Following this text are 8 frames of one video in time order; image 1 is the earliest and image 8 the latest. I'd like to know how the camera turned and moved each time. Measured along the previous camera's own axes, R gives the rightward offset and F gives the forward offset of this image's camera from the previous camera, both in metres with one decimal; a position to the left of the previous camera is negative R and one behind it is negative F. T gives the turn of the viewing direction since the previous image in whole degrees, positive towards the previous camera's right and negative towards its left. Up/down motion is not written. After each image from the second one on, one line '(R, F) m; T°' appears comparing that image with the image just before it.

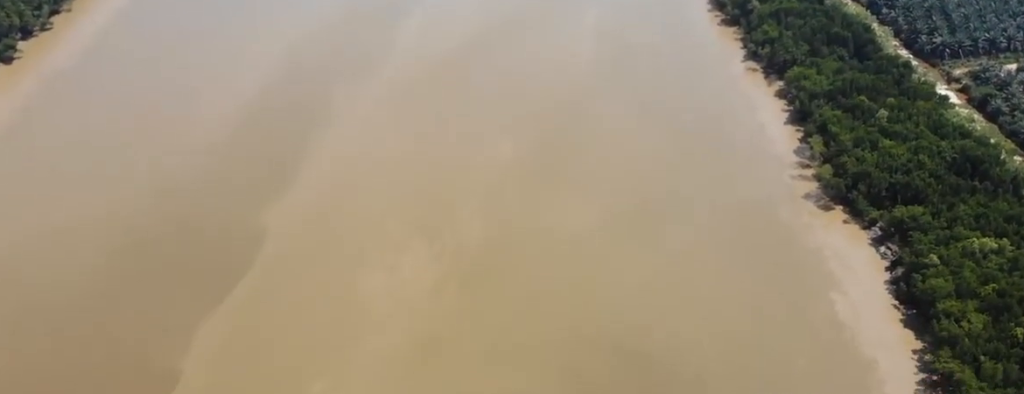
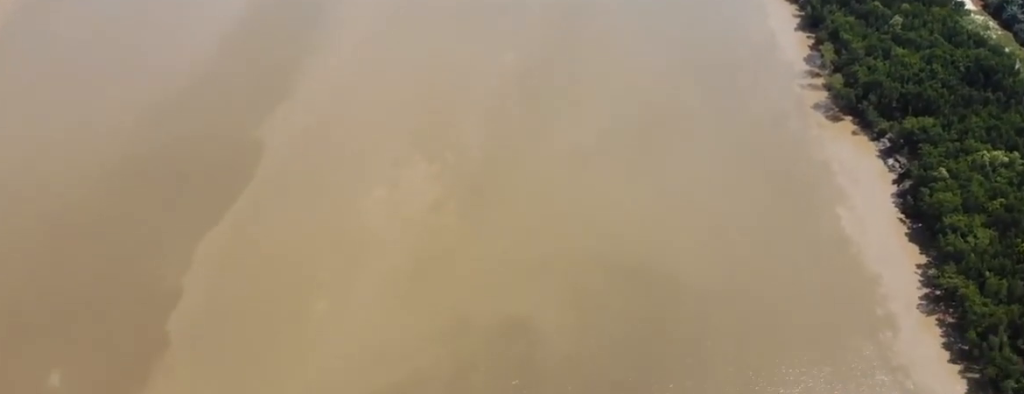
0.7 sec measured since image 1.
(0.0, +4.1) m; -1°
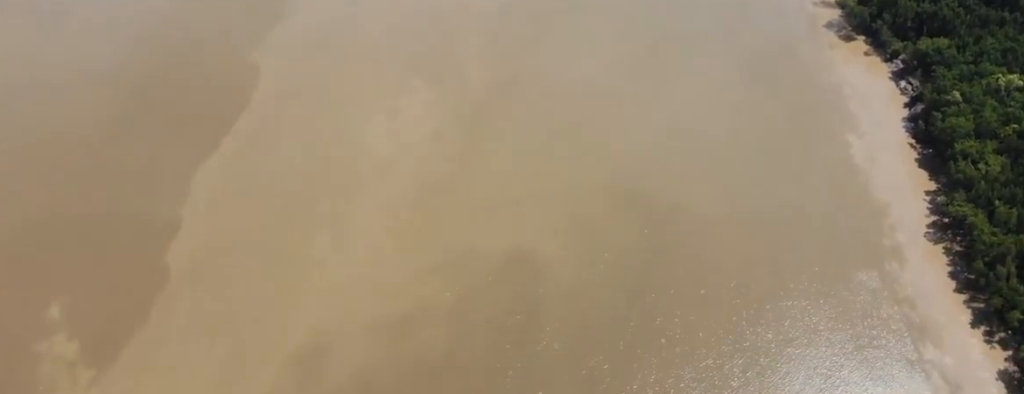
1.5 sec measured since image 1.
(0.0, +4.4) m; -1°
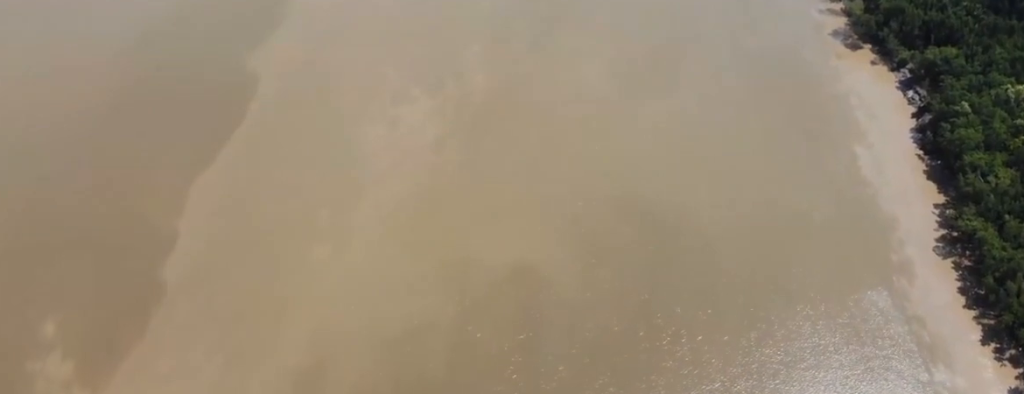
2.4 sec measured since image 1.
(-0.1, +4.5) m; -1°
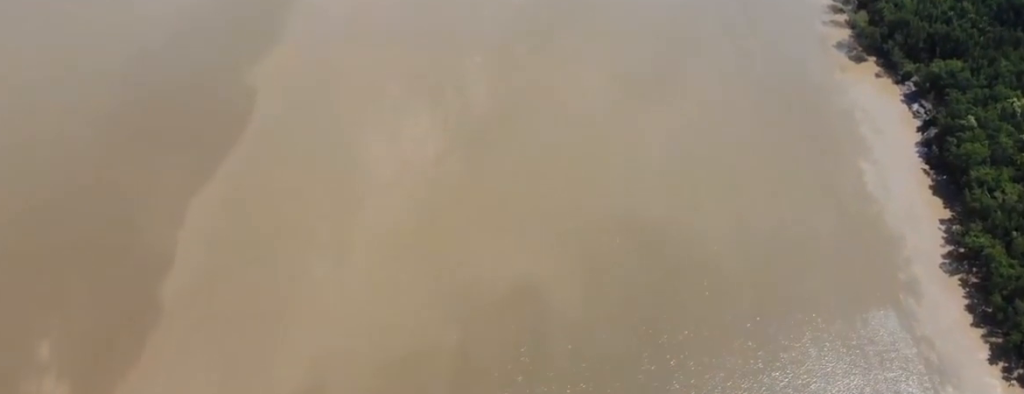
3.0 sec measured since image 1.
(0.0, +3.3) m; -1°
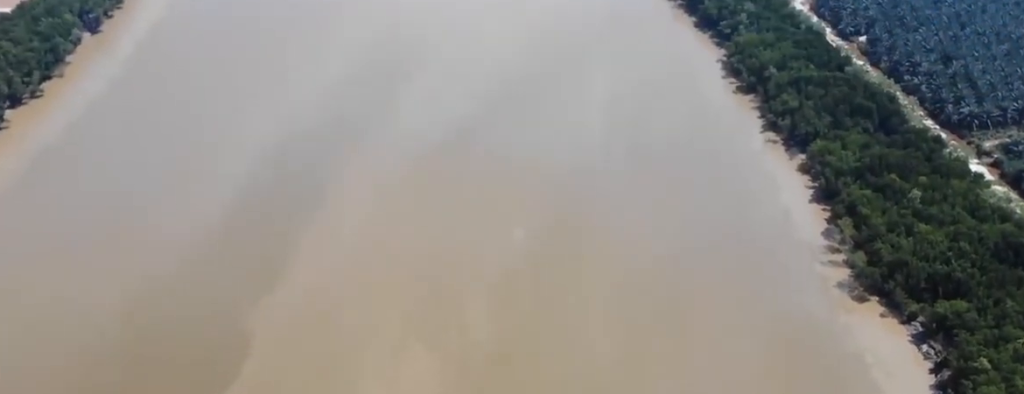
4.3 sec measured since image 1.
(-0.1, +6.5) m; -3°
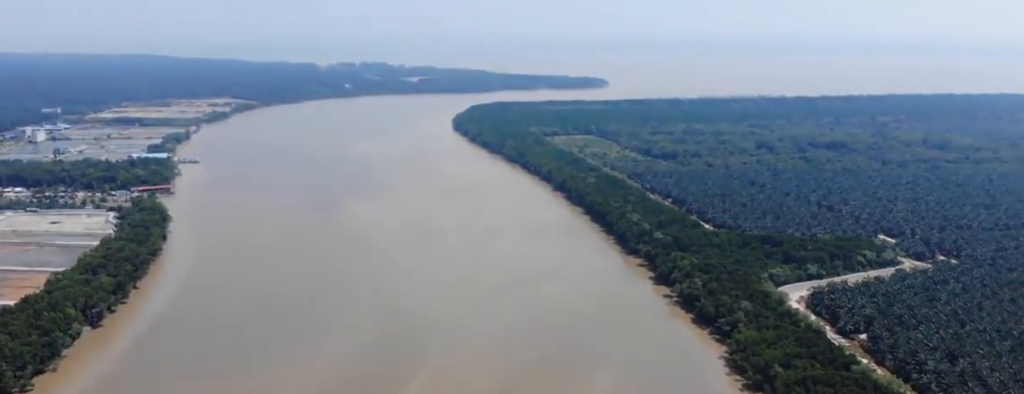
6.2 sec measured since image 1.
(-0.3, +9.3) m; -2°
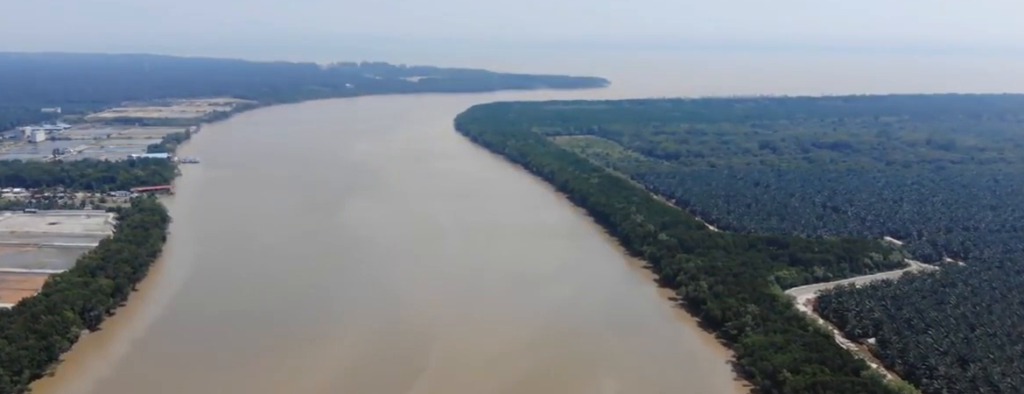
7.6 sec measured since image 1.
(-0.1, +6.7) m; 0°
